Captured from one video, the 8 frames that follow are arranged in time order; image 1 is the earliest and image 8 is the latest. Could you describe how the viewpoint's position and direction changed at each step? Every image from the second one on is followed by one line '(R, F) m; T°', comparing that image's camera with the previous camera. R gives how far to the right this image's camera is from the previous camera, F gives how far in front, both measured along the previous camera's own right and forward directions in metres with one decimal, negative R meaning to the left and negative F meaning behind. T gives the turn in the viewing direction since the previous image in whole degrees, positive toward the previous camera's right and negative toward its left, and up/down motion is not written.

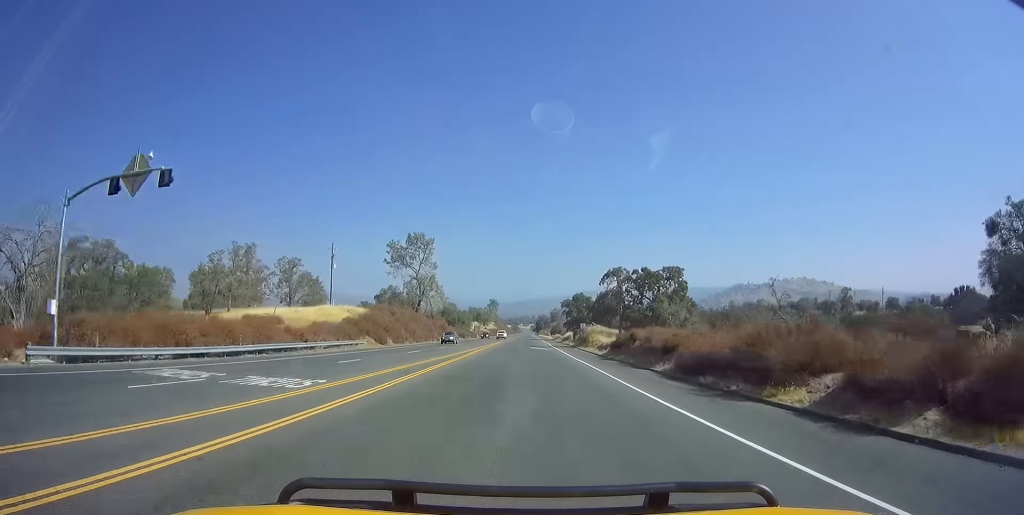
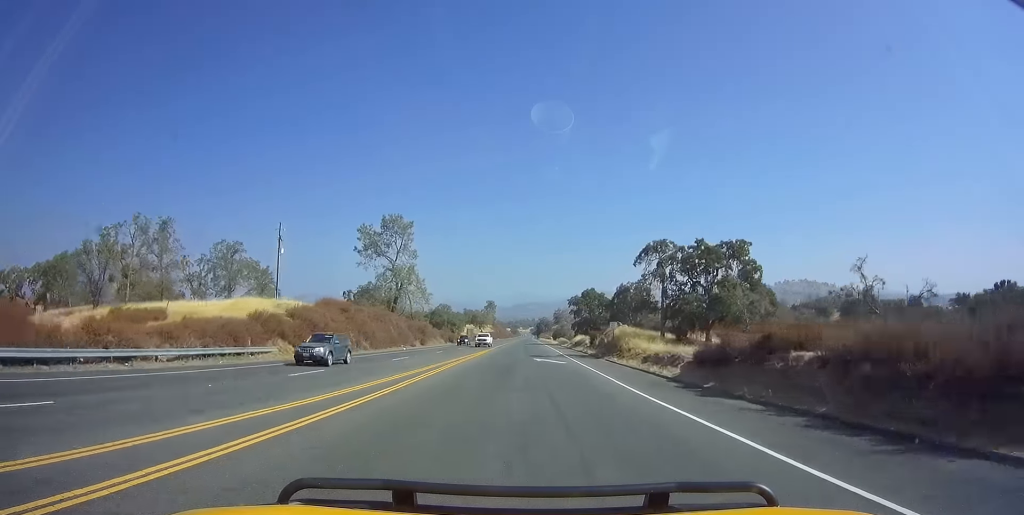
(0.0, +20.4) m; 0°
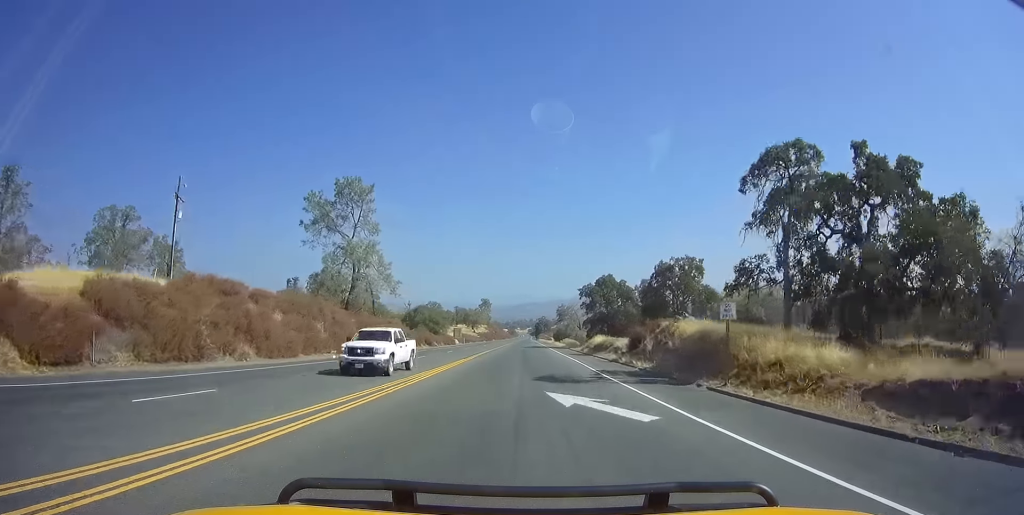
(0.0, +23.1) m; 0°
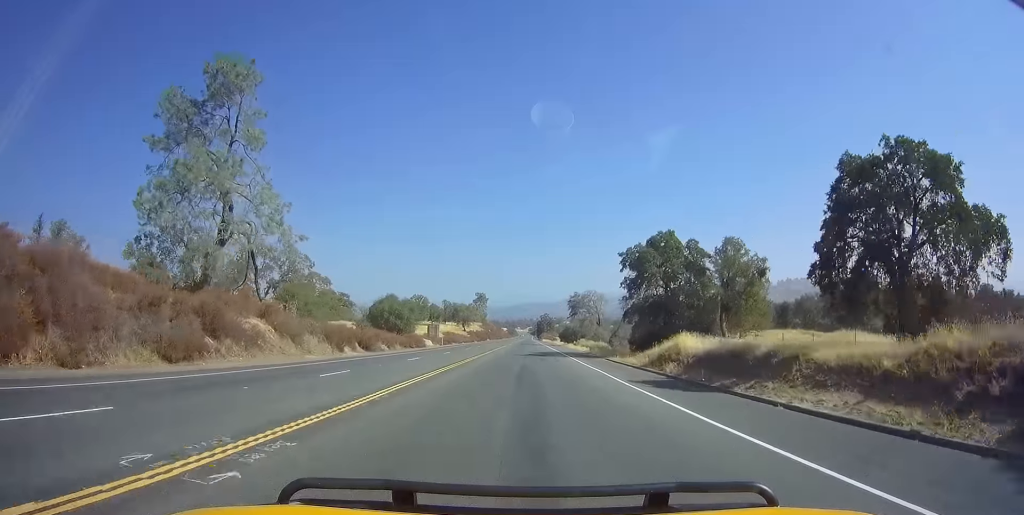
(0.0, +33.1) m; 0°
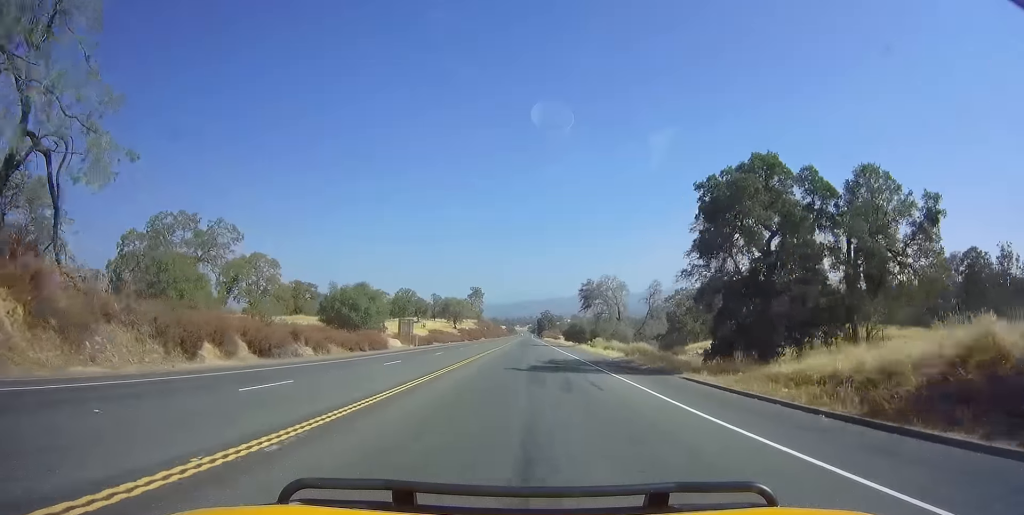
(0.0, +20.6) m; 0°
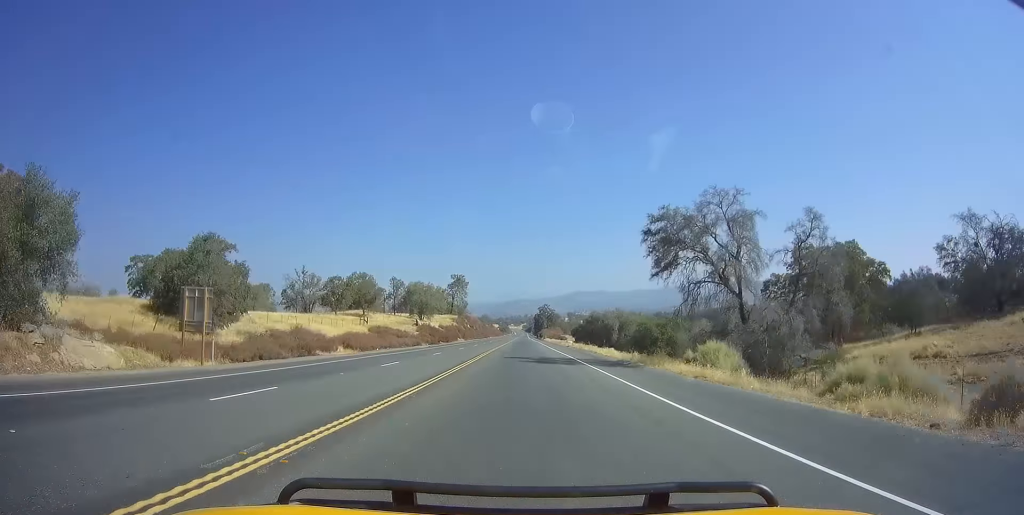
(+0.4, +44.9) m; +1°
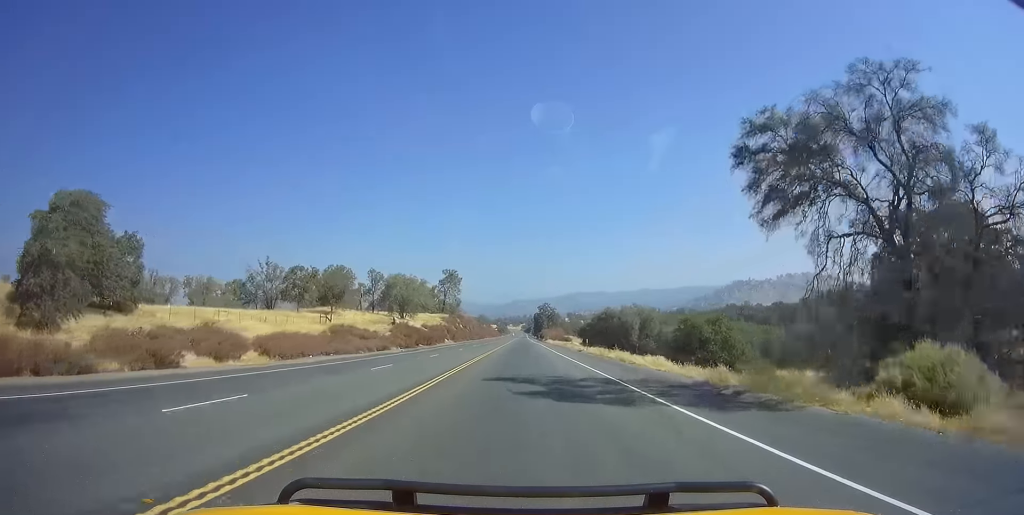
(+0.4, +16.4) m; 0°
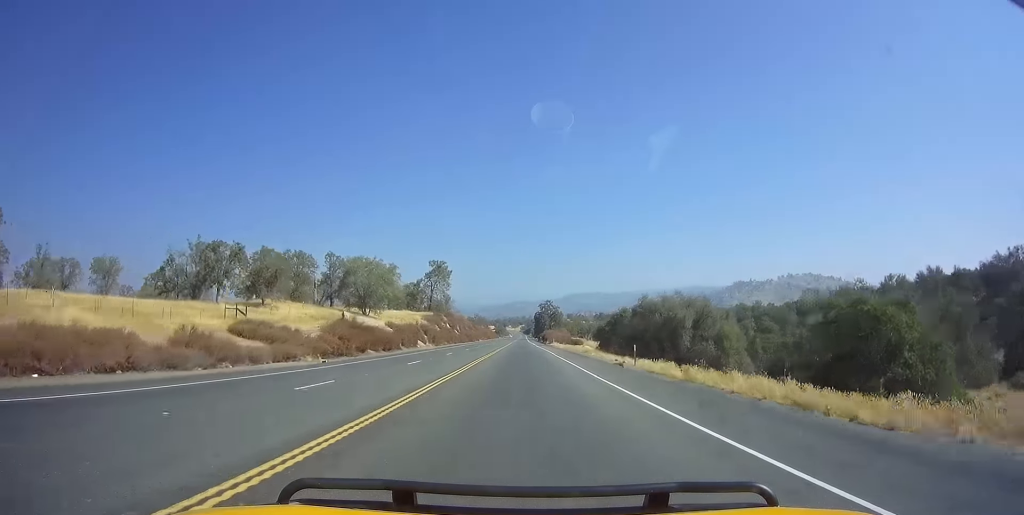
(-0.4, +22.8) m; -1°
